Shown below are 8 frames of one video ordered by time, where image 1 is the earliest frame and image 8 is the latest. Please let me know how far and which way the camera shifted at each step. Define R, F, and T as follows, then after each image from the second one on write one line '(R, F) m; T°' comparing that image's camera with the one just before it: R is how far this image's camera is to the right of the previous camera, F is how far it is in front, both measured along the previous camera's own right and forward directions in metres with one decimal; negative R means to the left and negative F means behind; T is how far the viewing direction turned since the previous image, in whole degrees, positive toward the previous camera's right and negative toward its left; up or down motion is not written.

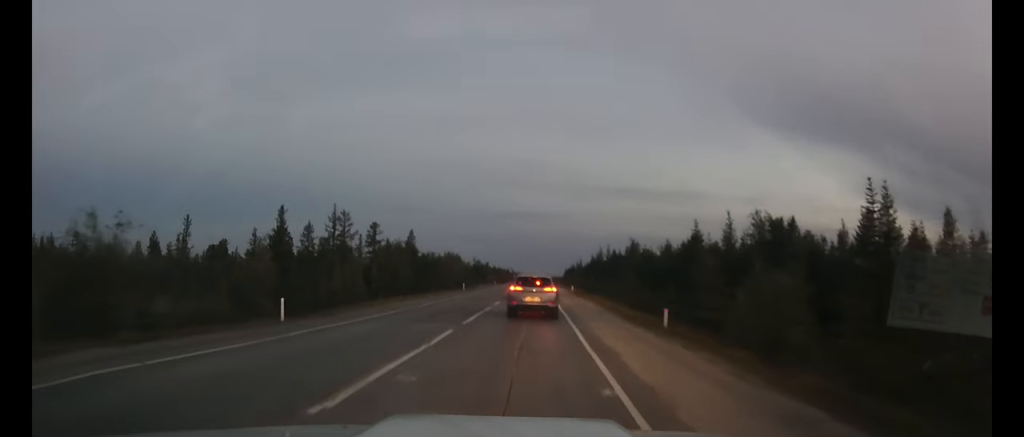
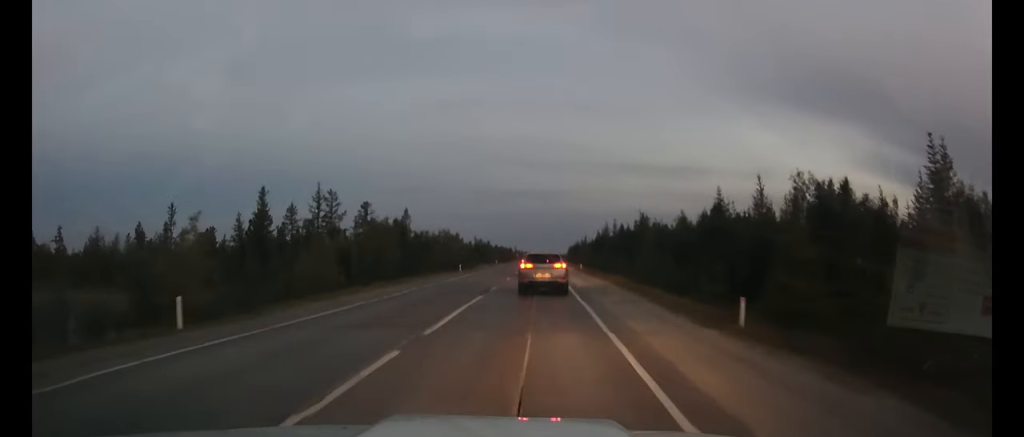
(-0.2, +7.3) m; -1°
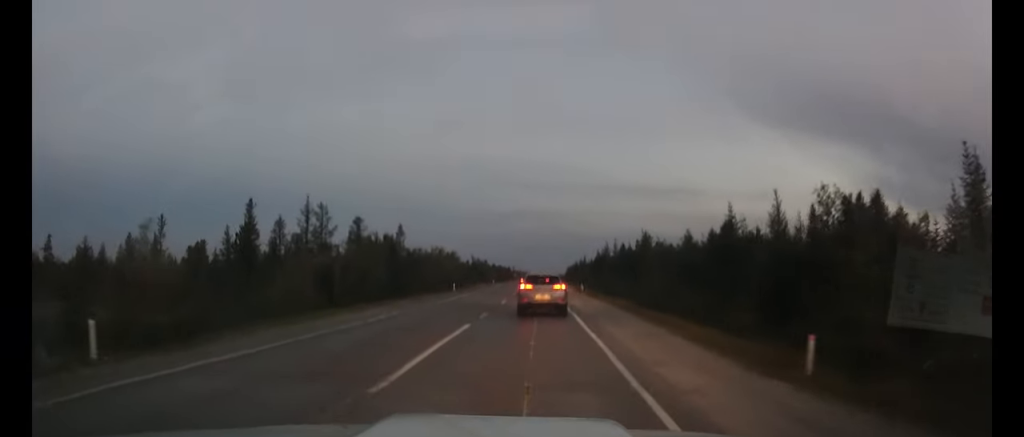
(0.0, +3.6) m; 0°
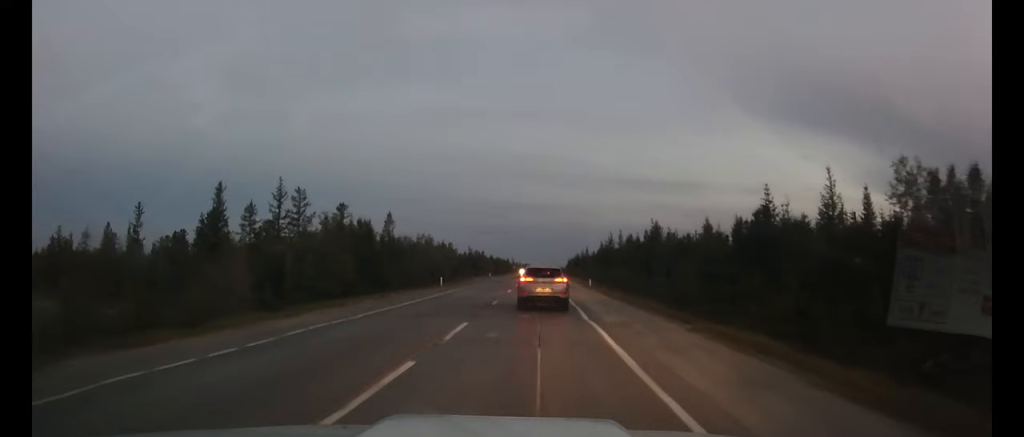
(0.0, +7.8) m; 0°
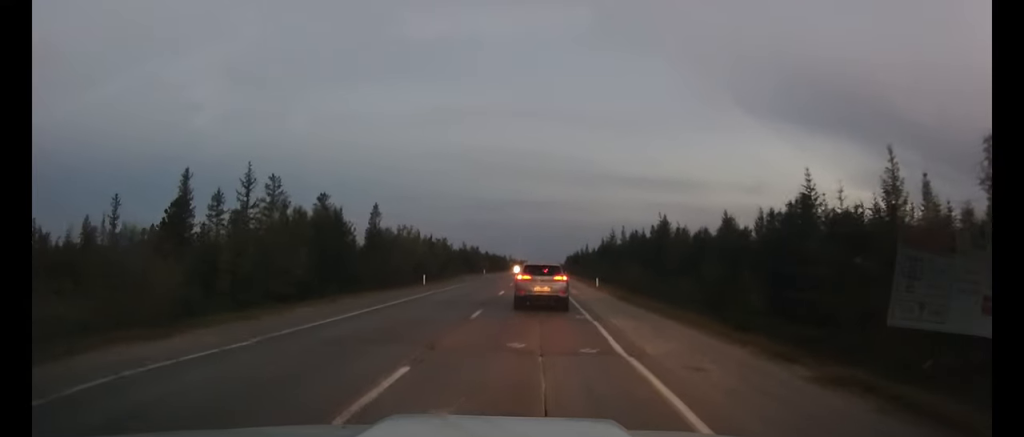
(0.0, +6.6) m; 0°
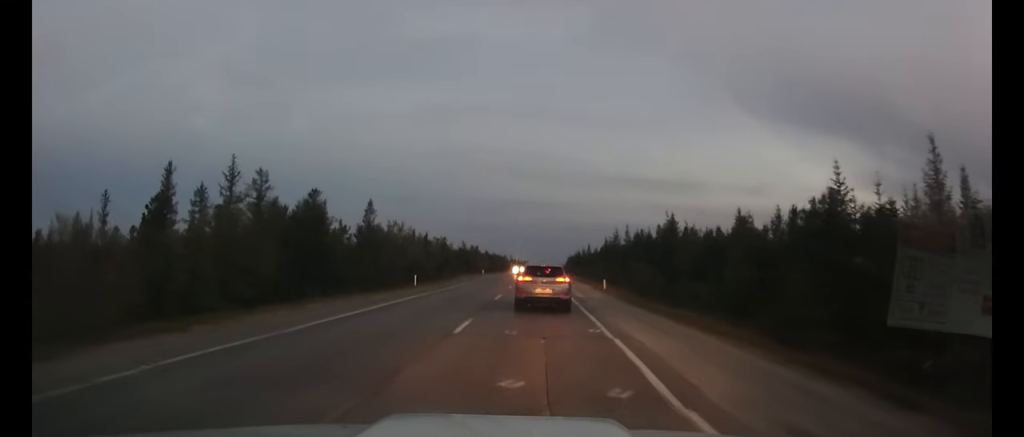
(0.0, +3.6) m; 0°
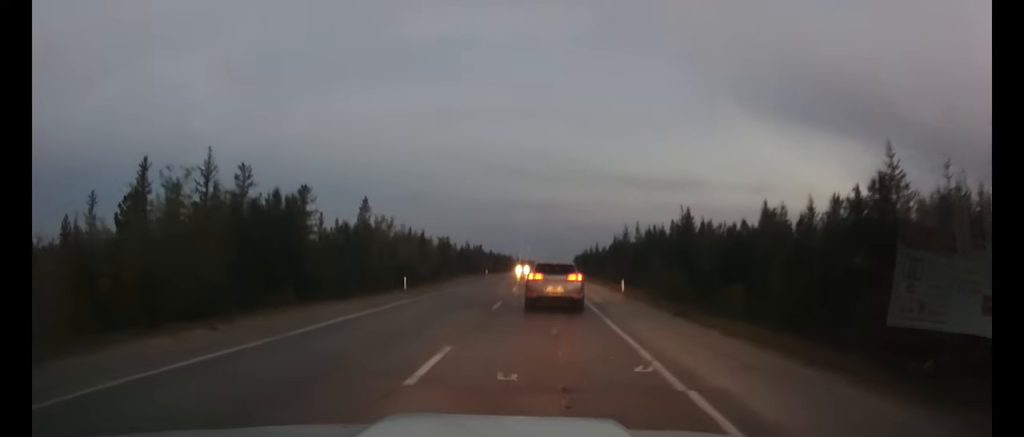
(0.0, +5.1) m; 0°
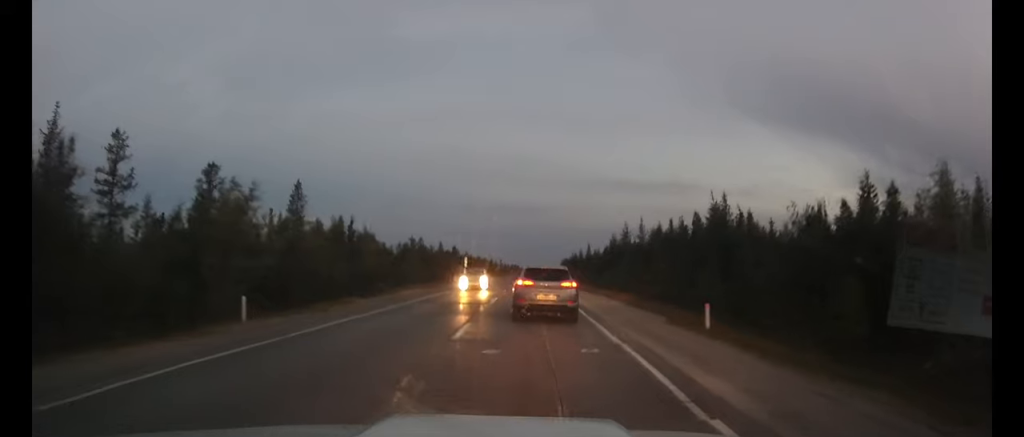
(+0.1, +19.0) m; +1°
